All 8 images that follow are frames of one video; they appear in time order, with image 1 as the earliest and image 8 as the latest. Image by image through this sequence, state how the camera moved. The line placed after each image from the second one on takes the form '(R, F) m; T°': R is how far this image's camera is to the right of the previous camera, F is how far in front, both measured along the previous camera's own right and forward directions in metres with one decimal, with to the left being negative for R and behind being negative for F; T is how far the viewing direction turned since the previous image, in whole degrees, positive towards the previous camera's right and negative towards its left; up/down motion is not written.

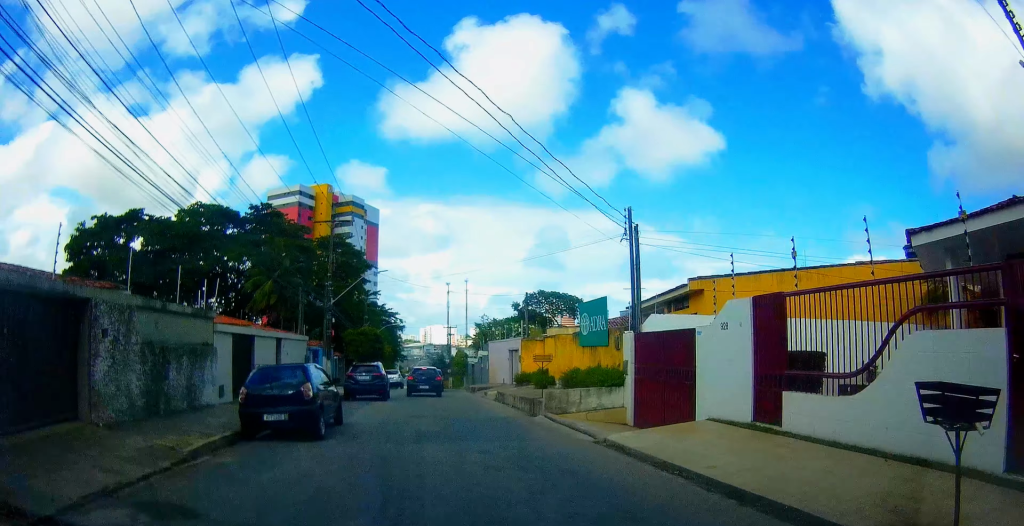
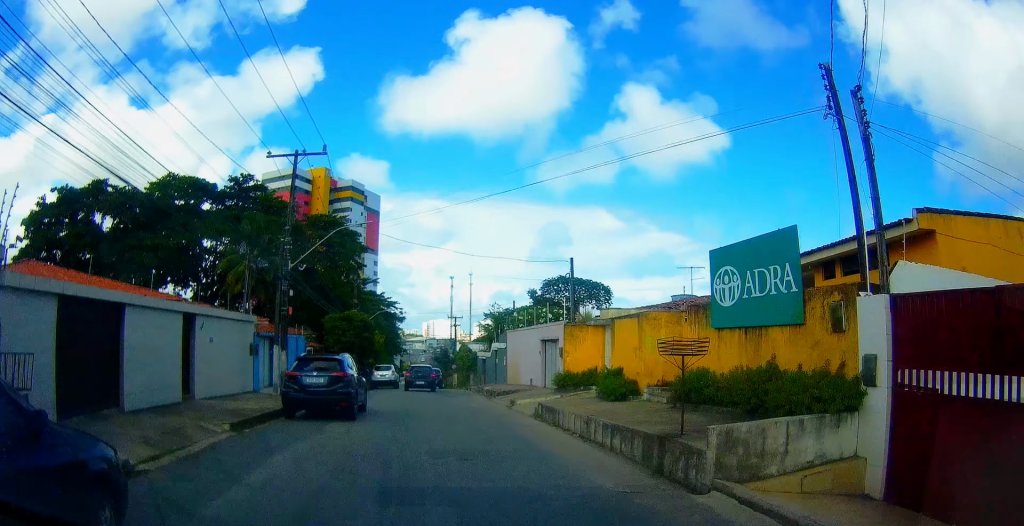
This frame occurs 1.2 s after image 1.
(-0.2, +12.9) m; -3°
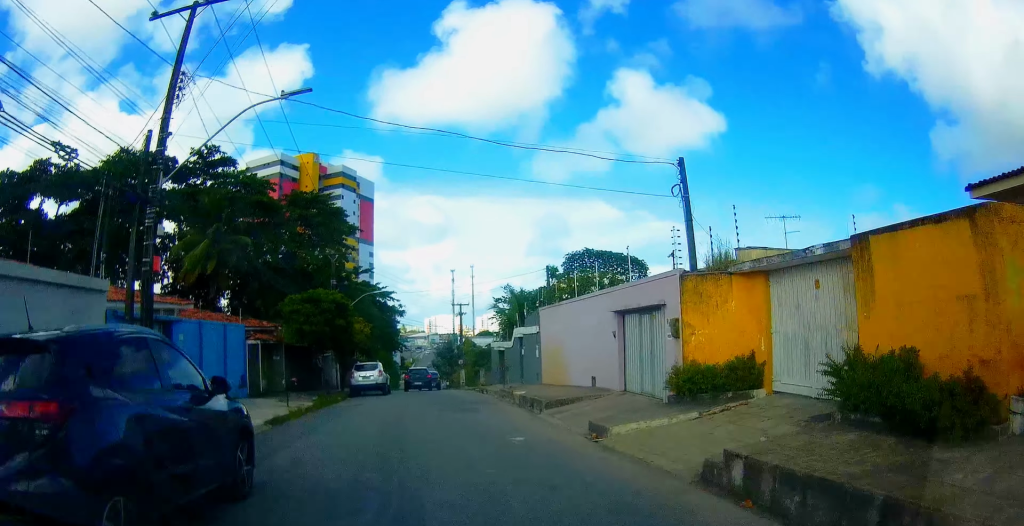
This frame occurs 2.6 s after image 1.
(-0.5, +14.0) m; -6°
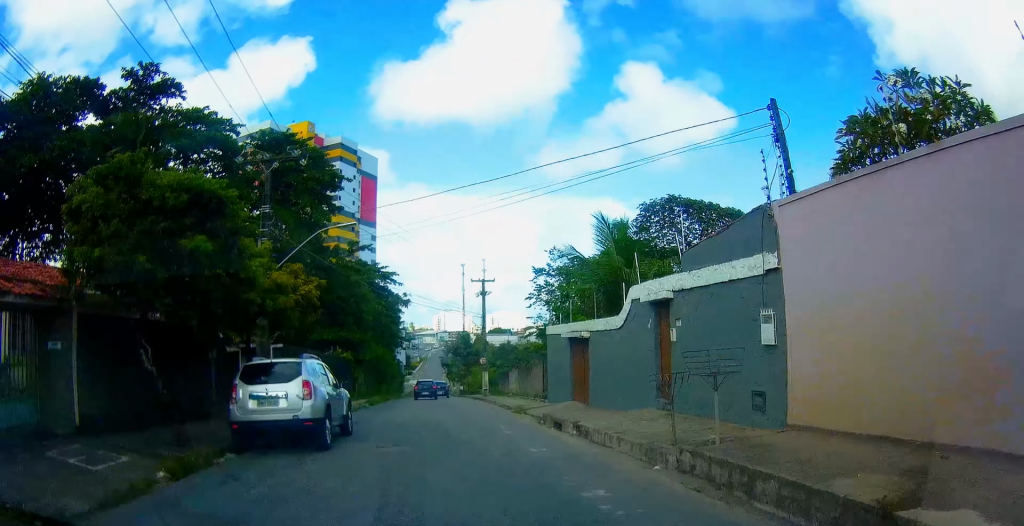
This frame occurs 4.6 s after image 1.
(-1.1, +21.5) m; 0°
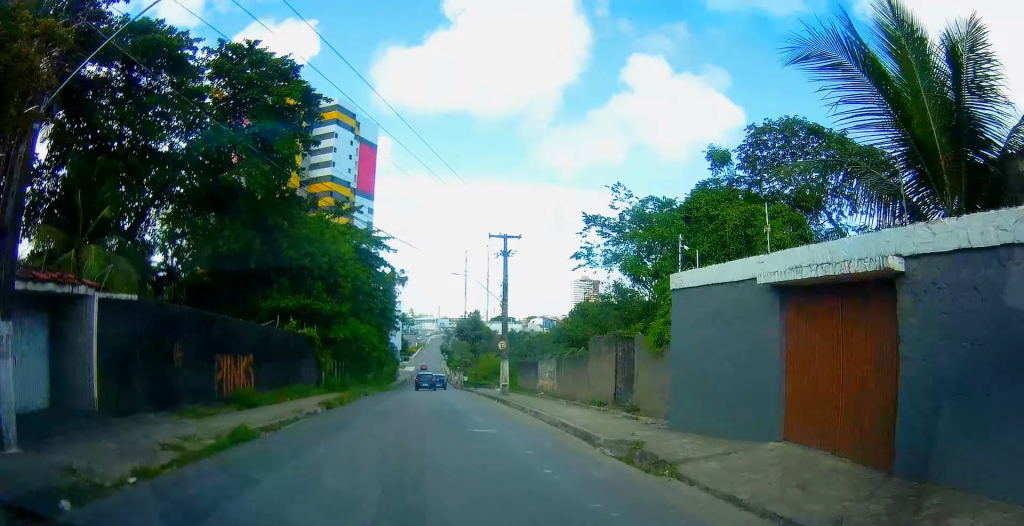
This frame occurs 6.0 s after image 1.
(+0.9, +15.4) m; +4°
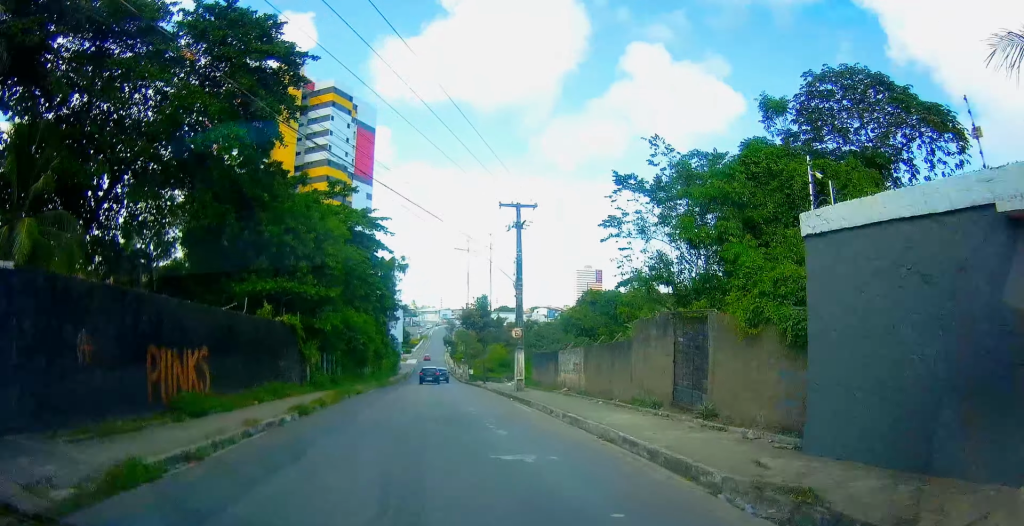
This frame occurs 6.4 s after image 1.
(0.0, +5.4) m; -2°
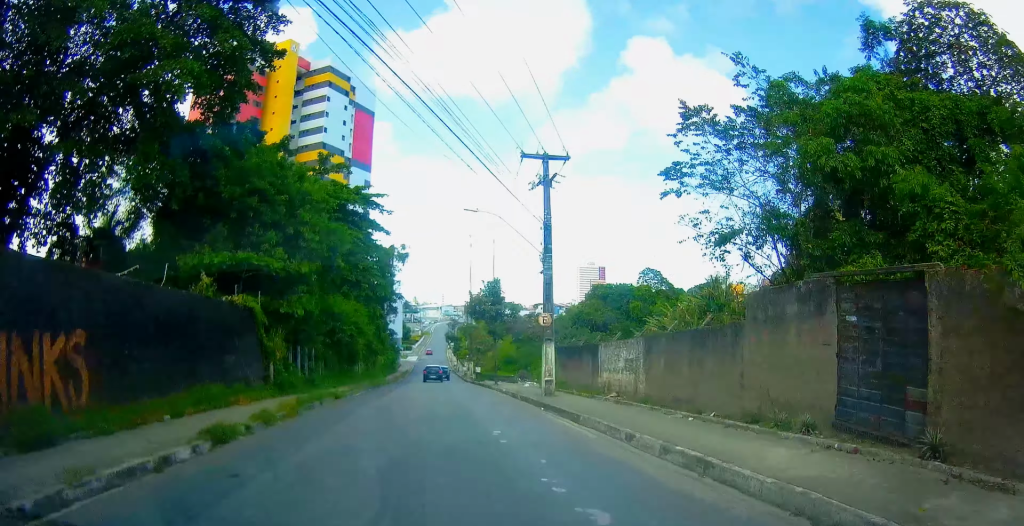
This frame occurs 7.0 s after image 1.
(-0.1, +7.5) m; -2°
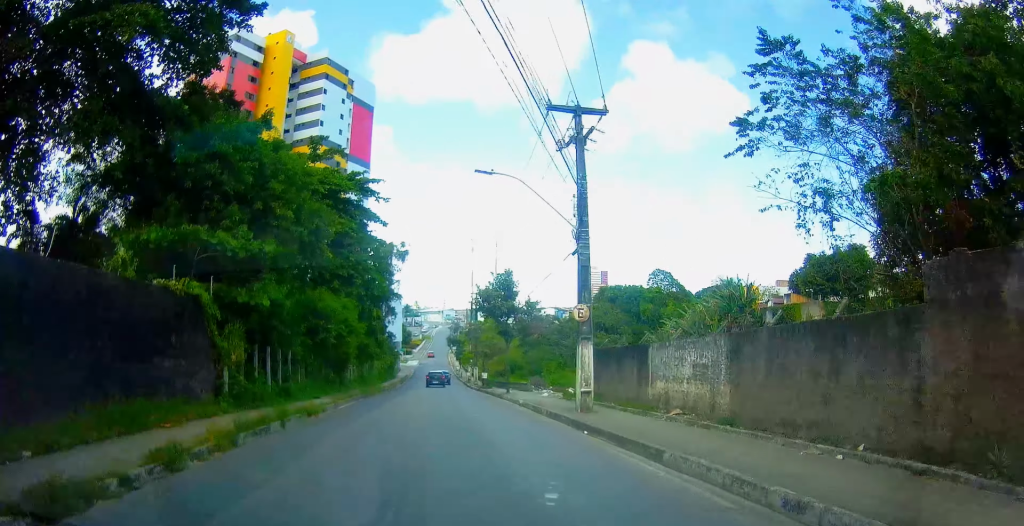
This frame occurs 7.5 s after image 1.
(-0.3, +5.6) m; -1°
